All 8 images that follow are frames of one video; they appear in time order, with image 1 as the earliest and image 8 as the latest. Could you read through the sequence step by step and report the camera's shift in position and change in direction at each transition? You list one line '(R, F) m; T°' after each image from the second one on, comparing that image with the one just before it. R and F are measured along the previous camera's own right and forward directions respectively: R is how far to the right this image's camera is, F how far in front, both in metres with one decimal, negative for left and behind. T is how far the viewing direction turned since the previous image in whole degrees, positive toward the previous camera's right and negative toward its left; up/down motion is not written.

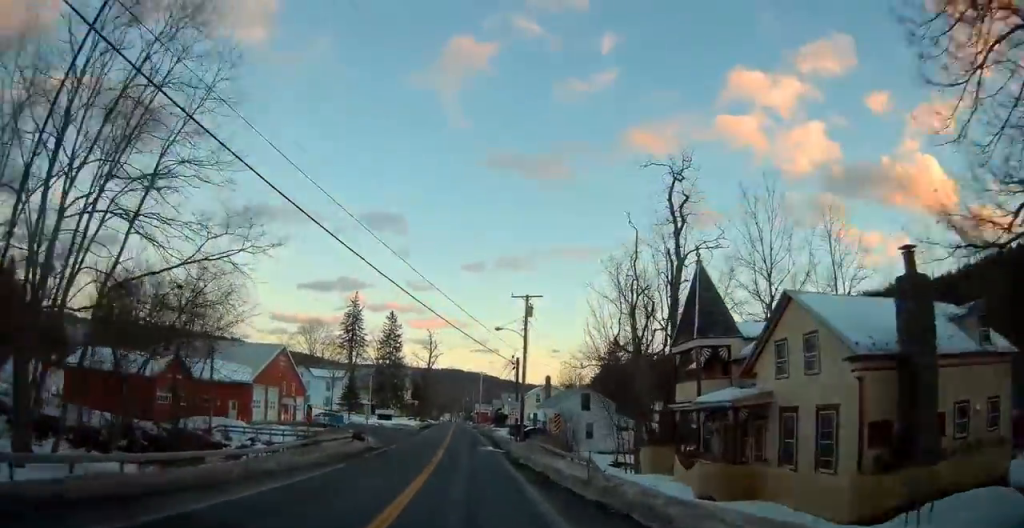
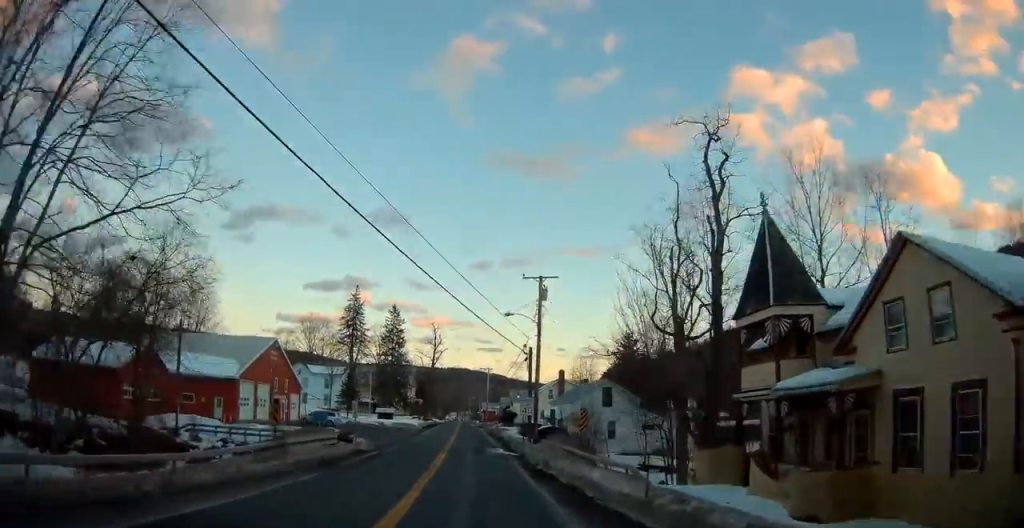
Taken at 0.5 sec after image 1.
(+0.1, +5.4) m; -2°
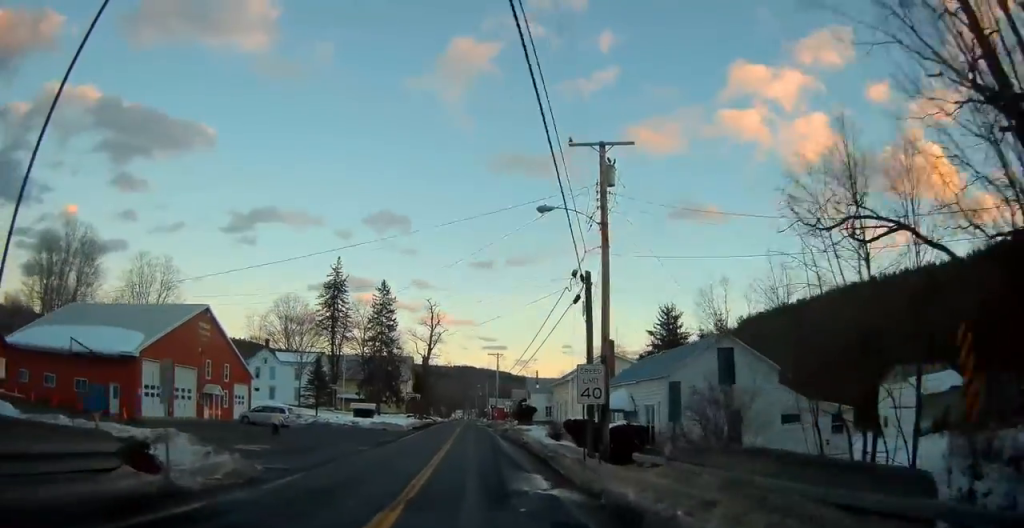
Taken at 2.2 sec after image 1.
(-0.9, +19.6) m; -3°
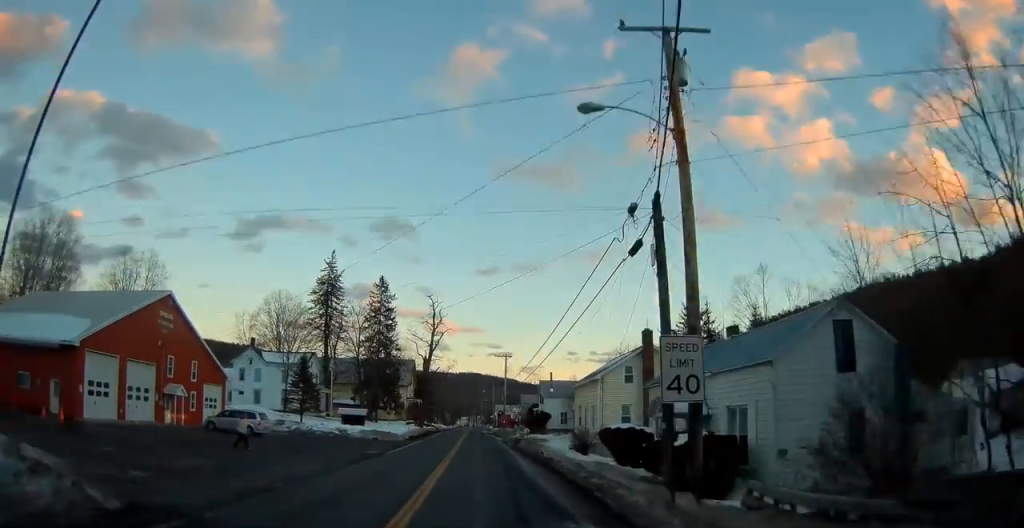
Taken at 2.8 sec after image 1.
(0.0, +7.8) m; 0°
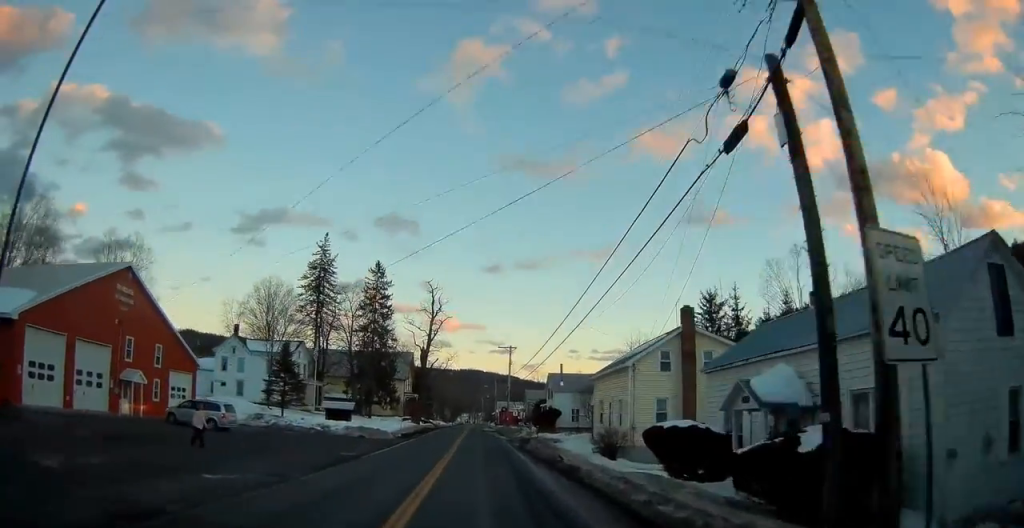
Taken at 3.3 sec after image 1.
(0.0, +6.3) m; +1°
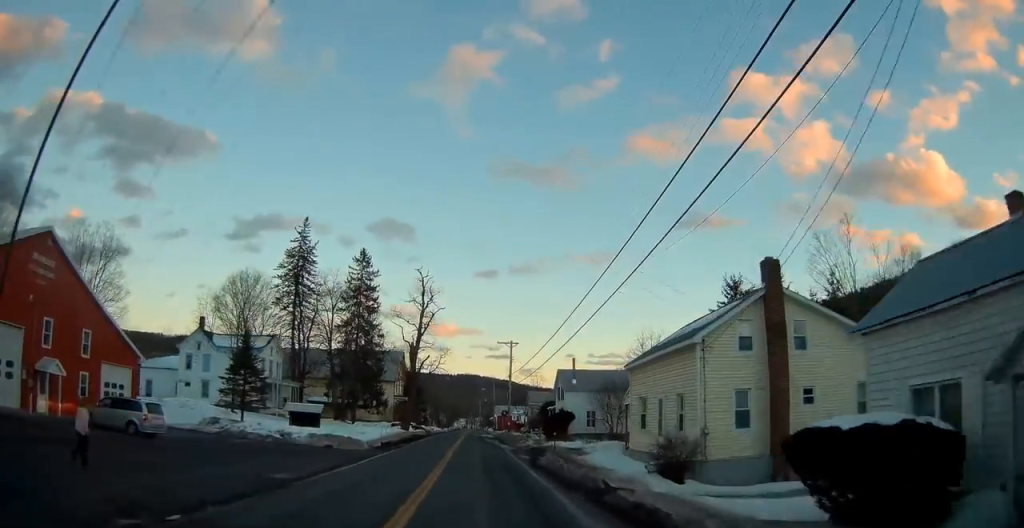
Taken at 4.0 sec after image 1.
(+0.1, +8.8) m; 0°
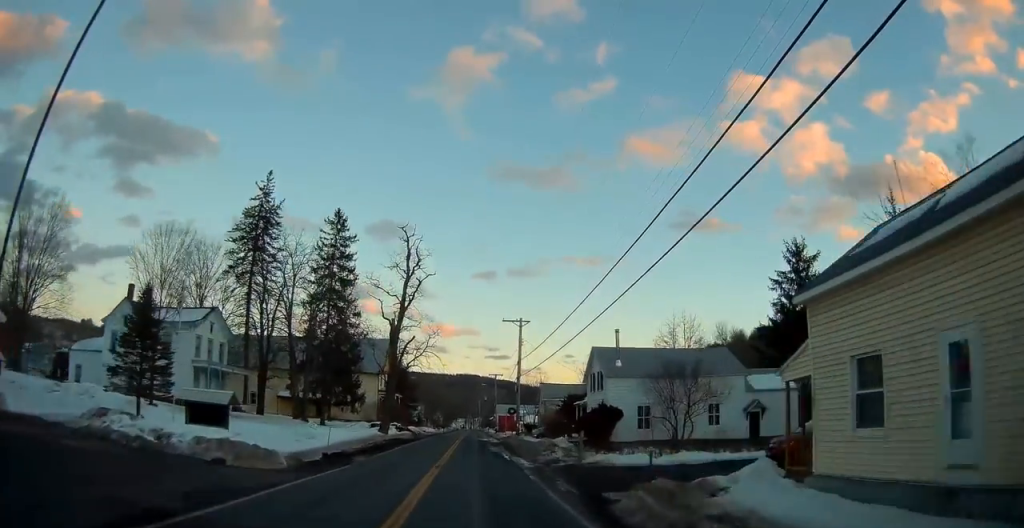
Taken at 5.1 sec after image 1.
(0.0, +14.2) m; 0°
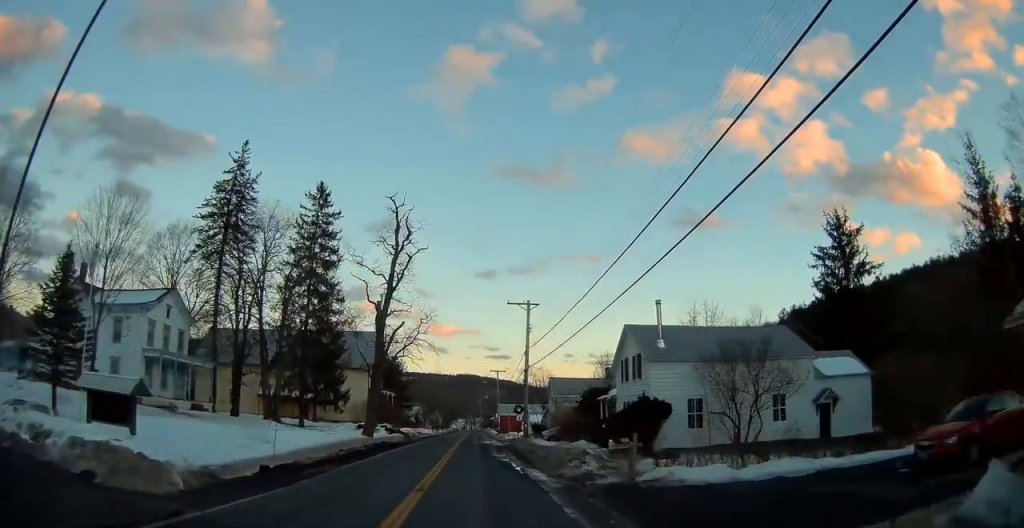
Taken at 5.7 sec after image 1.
(-0.1, +7.5) m; 0°
